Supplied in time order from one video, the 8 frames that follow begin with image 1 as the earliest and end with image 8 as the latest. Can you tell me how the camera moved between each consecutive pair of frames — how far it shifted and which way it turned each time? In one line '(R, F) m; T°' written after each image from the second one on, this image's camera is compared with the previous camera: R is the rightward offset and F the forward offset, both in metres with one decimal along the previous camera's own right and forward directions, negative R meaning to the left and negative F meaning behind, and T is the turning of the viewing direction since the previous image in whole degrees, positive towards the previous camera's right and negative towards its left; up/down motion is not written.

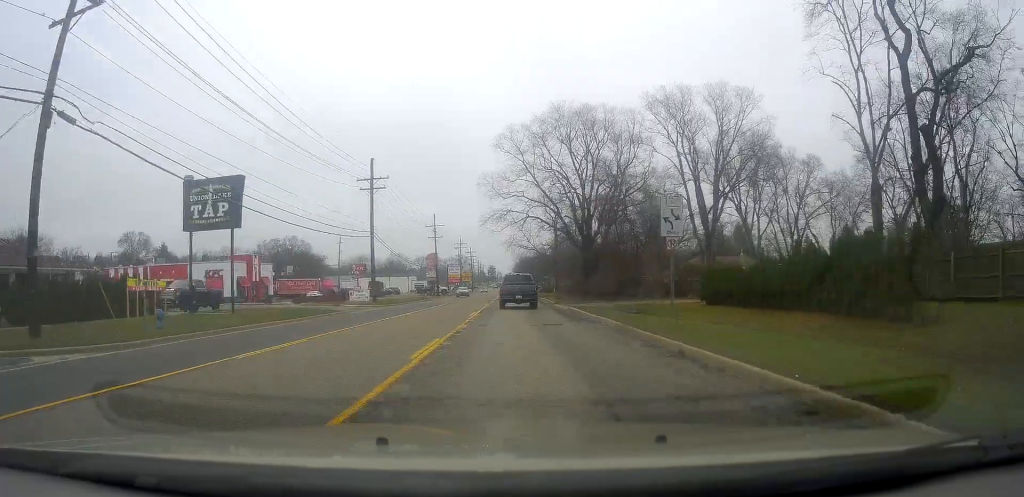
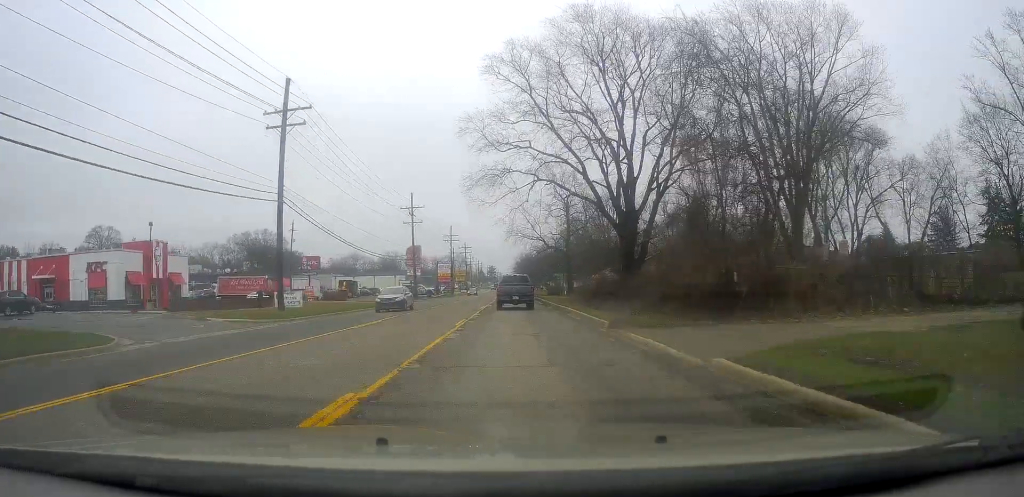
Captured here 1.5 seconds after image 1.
(+0.3, +21.6) m; 0°
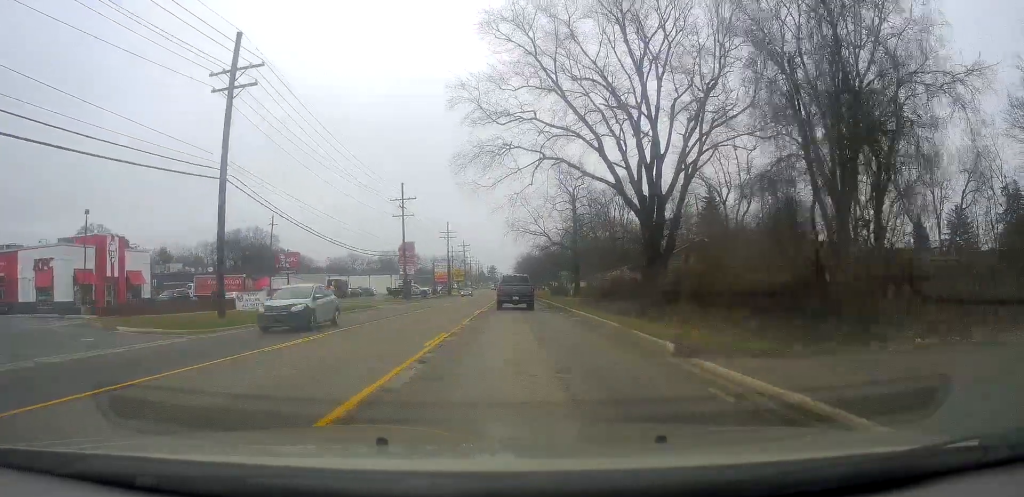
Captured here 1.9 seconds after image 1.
(-0.3, +7.0) m; 0°
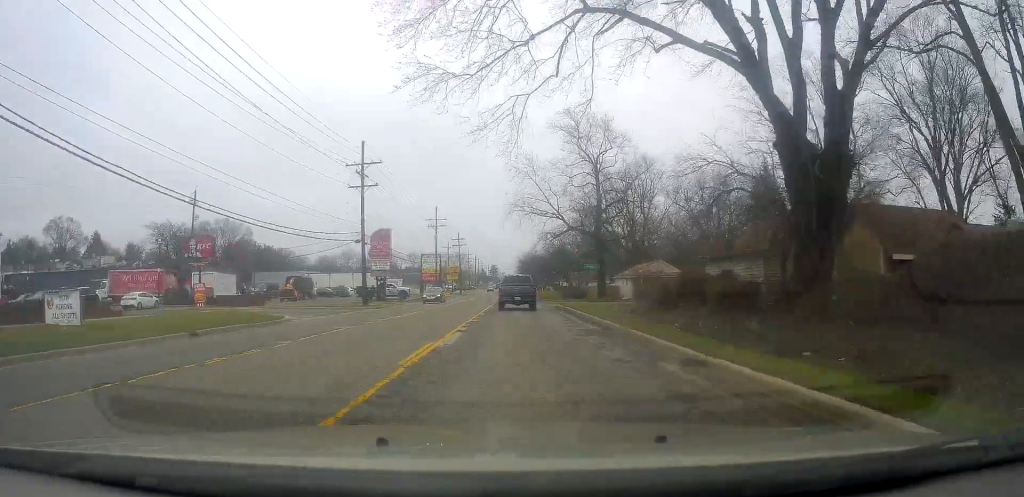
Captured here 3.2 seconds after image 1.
(+0.4, +18.7) m; 0°
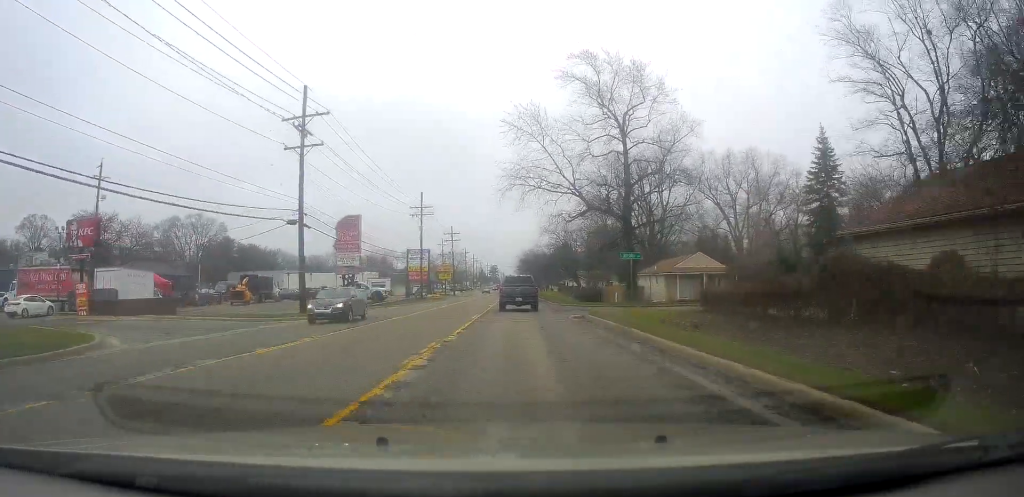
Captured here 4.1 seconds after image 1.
(-0.5, +13.8) m; -2°
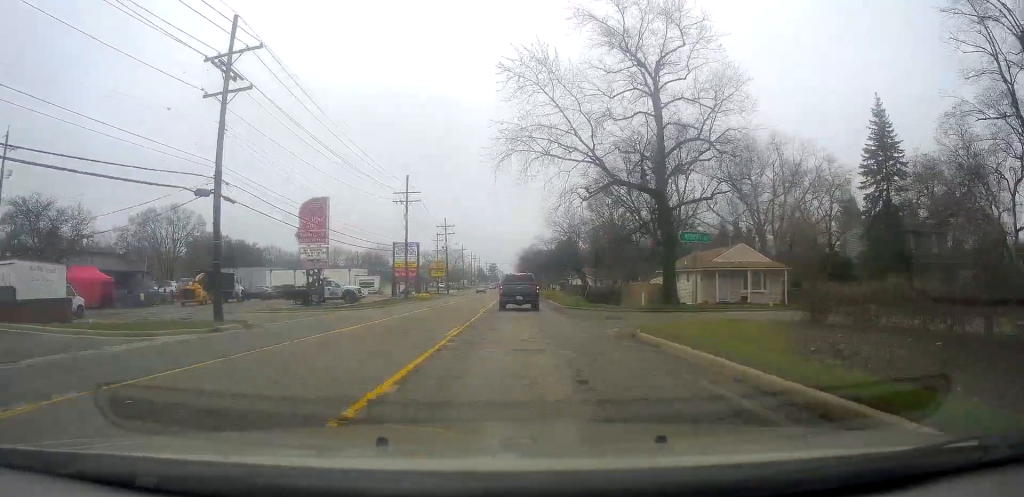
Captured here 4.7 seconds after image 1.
(0.0, +9.8) m; +1°
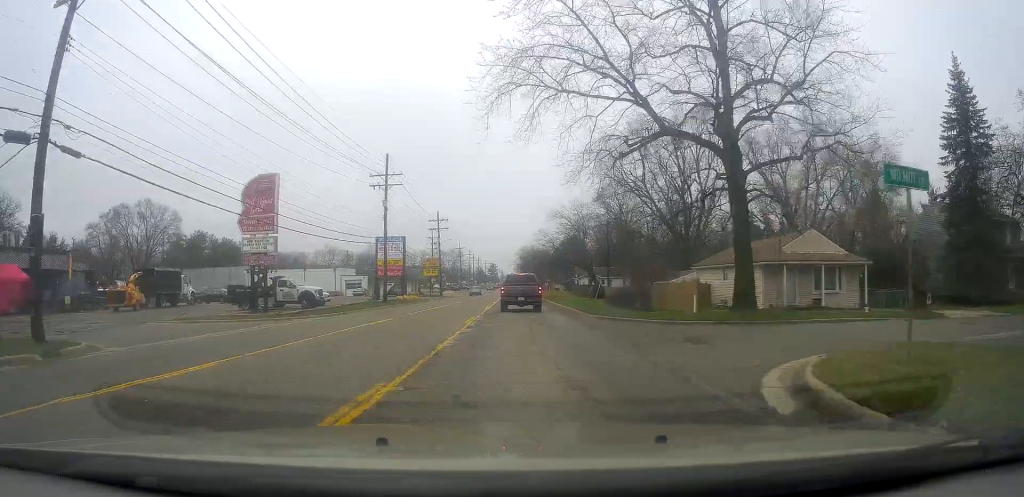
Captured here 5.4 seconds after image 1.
(0.0, +10.3) m; +1°
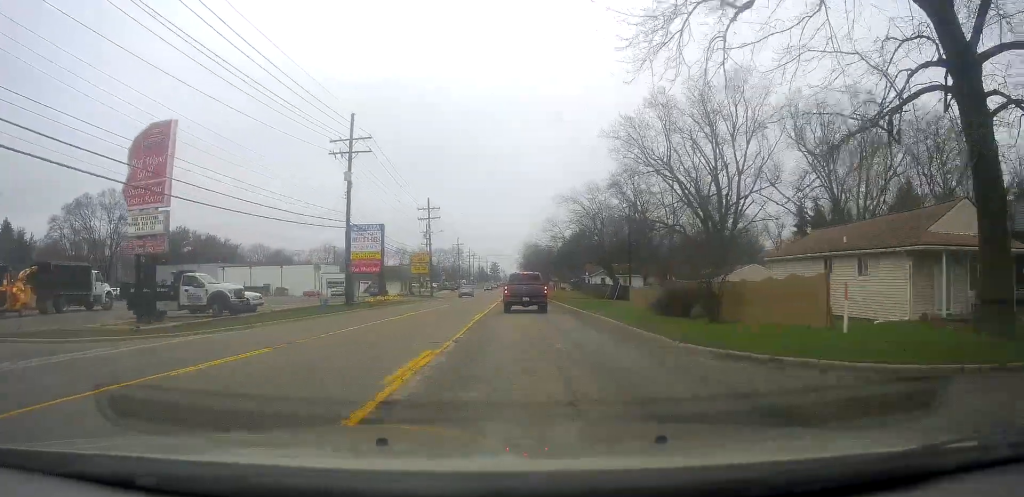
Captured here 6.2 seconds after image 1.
(+0.4, +12.4) m; 0°
